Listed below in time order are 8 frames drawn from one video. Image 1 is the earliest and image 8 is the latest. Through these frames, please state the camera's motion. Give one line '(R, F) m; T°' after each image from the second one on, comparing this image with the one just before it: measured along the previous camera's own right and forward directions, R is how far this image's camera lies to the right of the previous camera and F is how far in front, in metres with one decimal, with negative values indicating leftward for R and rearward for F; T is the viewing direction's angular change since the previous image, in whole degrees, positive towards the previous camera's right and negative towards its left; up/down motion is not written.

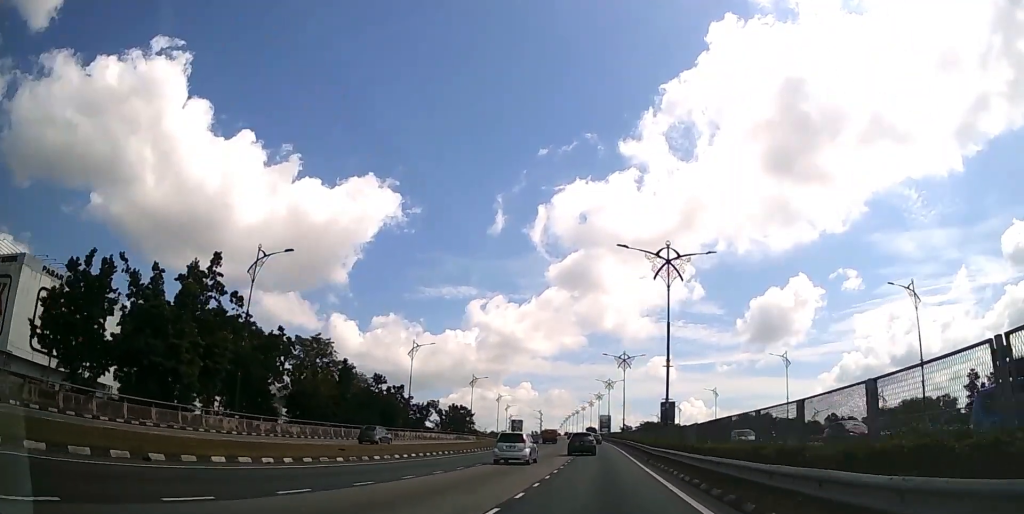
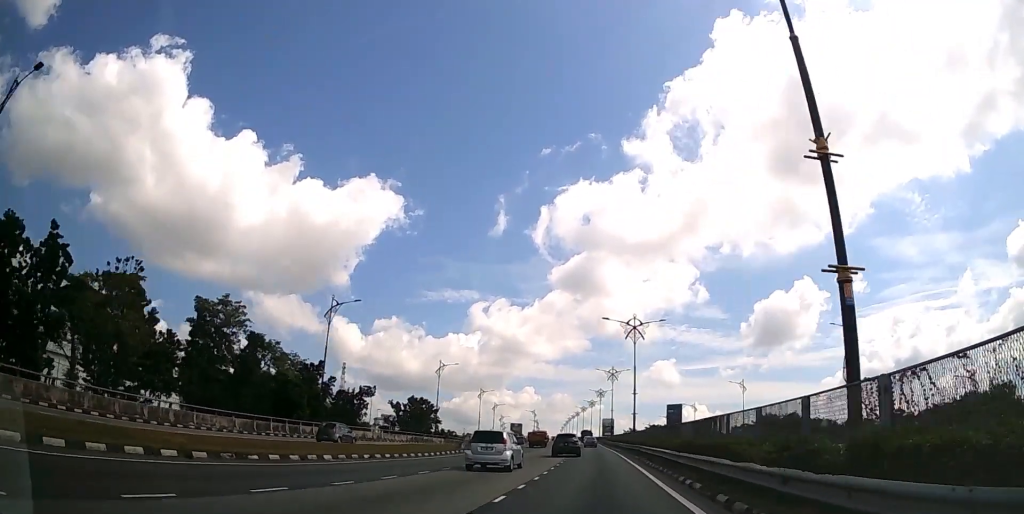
(-0.1, +25.5) m; -1°
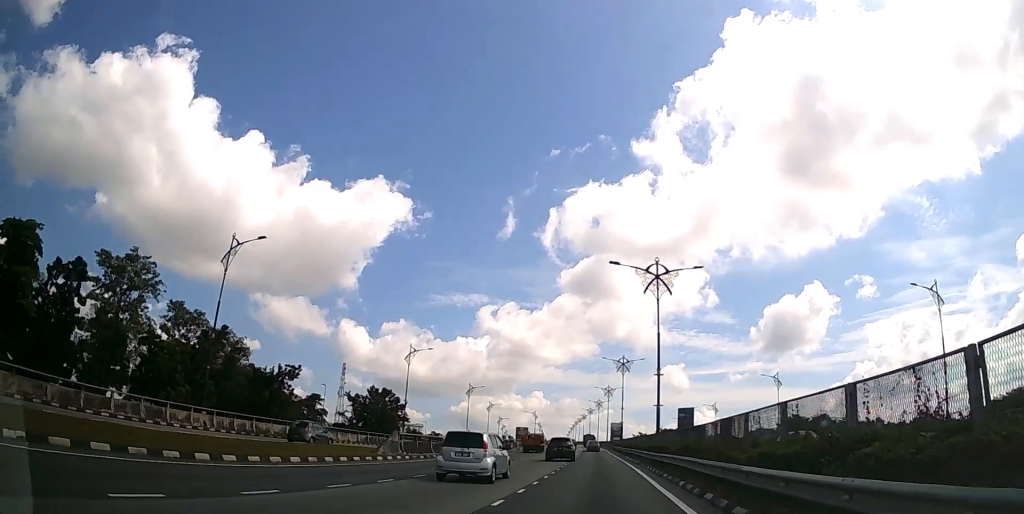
(-0.1, +18.4) m; -1°
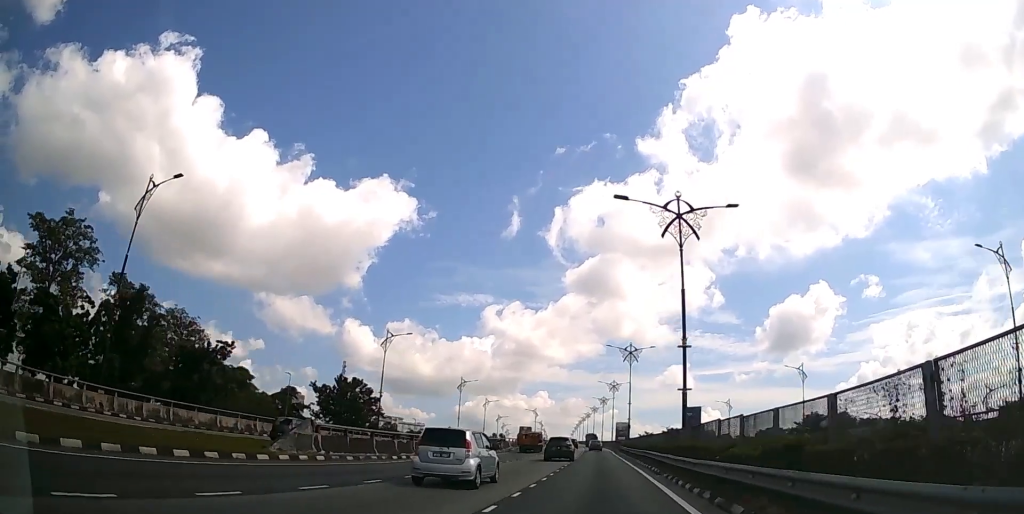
(0.0, +10.0) m; 0°
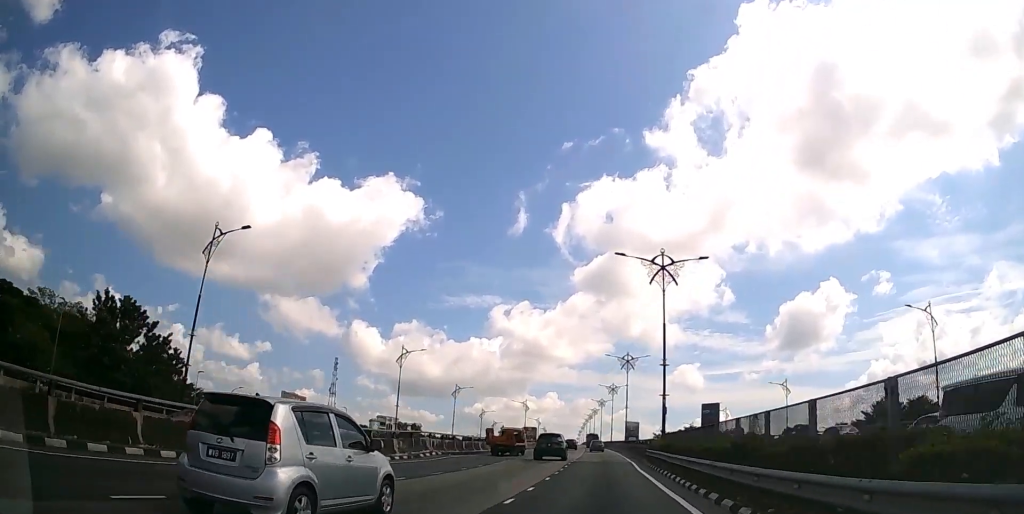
(-0.3, +33.8) m; -1°
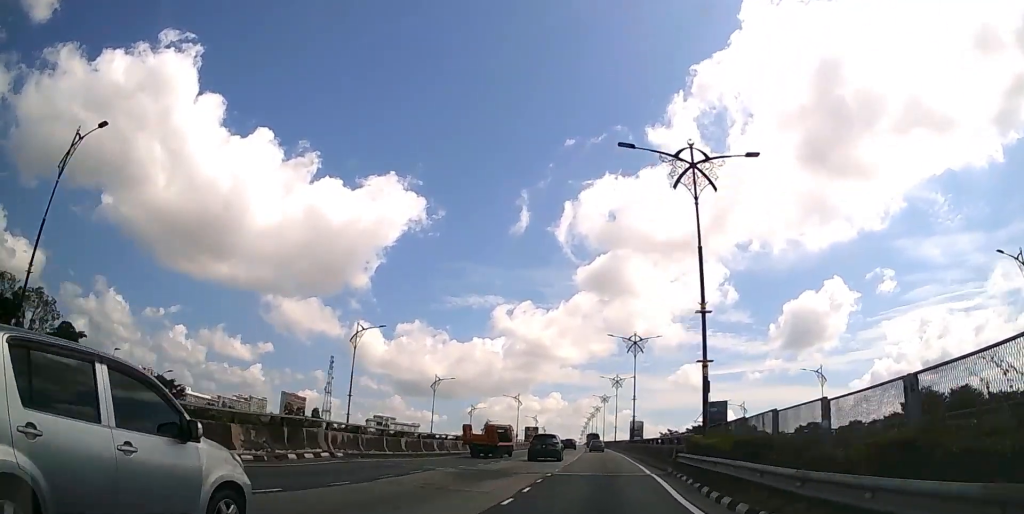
(0.0, +14.1) m; 0°
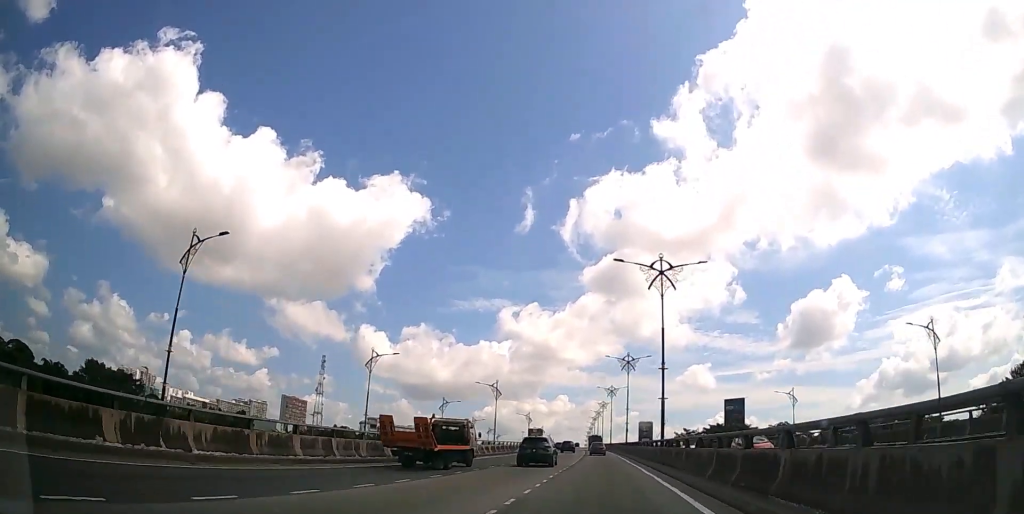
(-0.1, +26.8) m; -1°
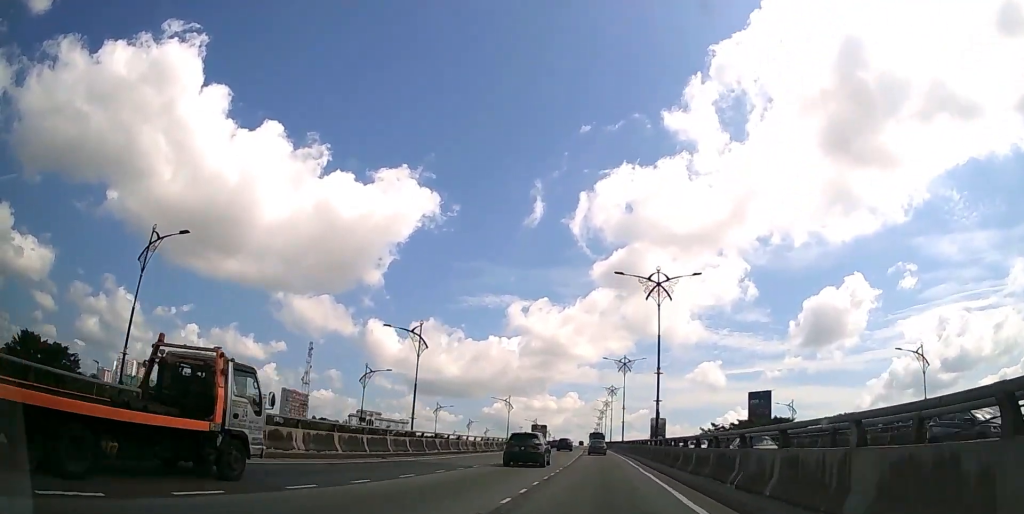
(-0.4, +35.8) m; -1°
